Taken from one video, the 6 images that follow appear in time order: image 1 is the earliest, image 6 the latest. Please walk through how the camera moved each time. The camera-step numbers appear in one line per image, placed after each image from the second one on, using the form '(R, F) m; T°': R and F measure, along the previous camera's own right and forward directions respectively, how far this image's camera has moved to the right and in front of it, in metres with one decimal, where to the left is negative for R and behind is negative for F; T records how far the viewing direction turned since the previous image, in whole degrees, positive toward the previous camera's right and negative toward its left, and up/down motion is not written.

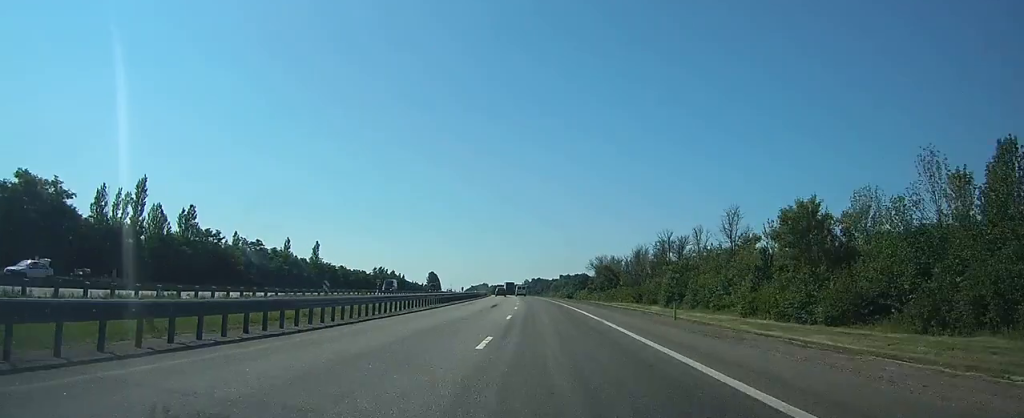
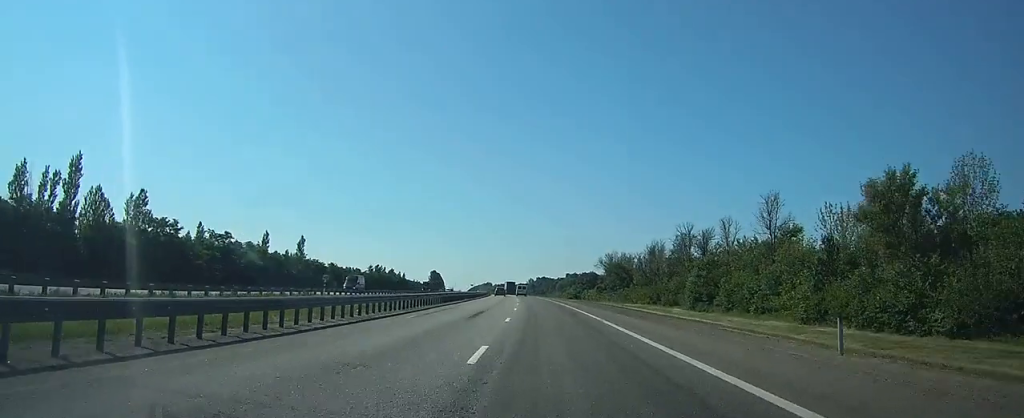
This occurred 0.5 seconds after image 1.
(0.0, +14.2) m; 0°
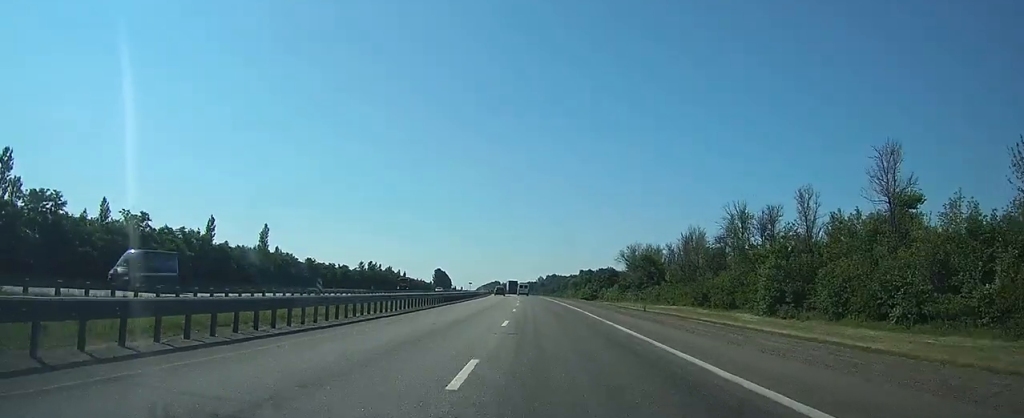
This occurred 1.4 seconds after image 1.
(-0.2, +26.5) m; -1°
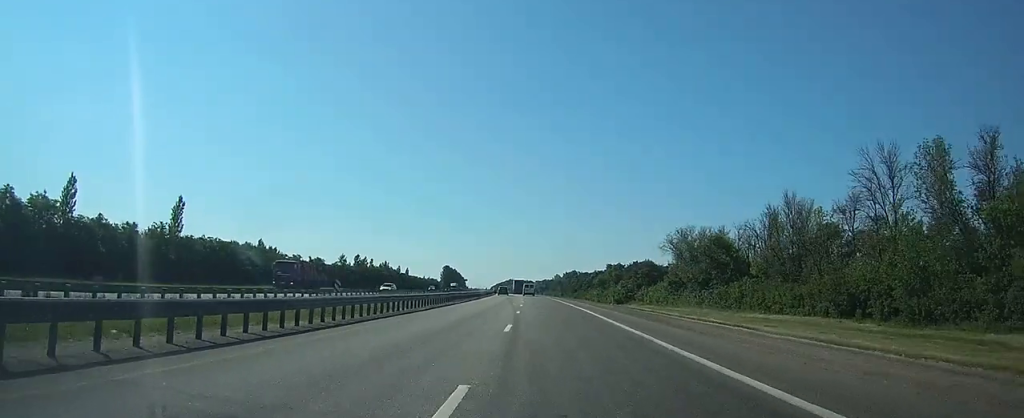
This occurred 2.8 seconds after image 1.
(-0.7, +38.7) m; -2°
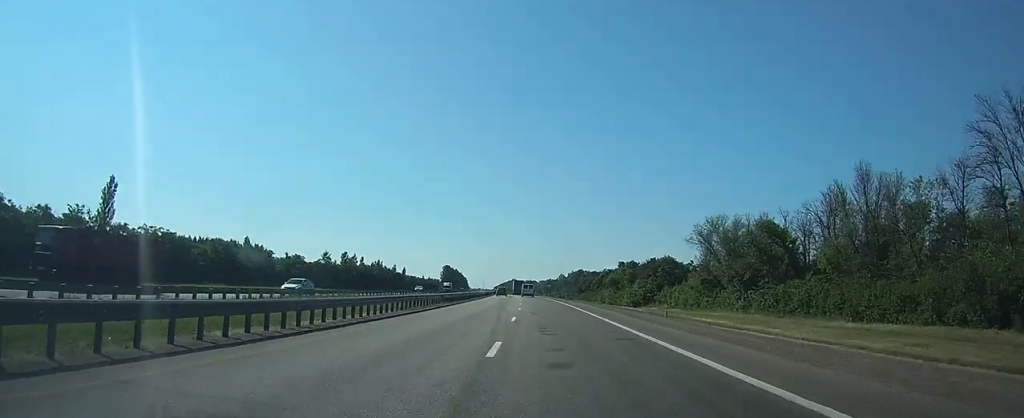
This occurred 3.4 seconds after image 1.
(-0.1, +17.9) m; -1°
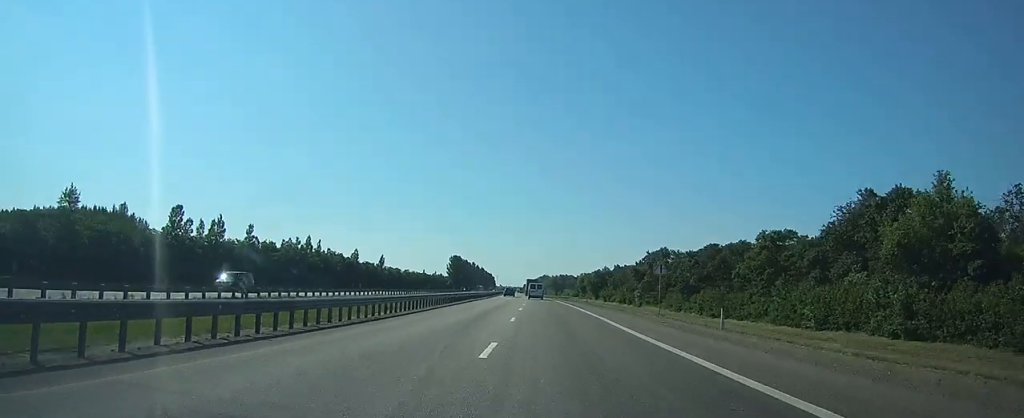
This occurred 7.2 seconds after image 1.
(-2.4, +107.6) m; -3°
